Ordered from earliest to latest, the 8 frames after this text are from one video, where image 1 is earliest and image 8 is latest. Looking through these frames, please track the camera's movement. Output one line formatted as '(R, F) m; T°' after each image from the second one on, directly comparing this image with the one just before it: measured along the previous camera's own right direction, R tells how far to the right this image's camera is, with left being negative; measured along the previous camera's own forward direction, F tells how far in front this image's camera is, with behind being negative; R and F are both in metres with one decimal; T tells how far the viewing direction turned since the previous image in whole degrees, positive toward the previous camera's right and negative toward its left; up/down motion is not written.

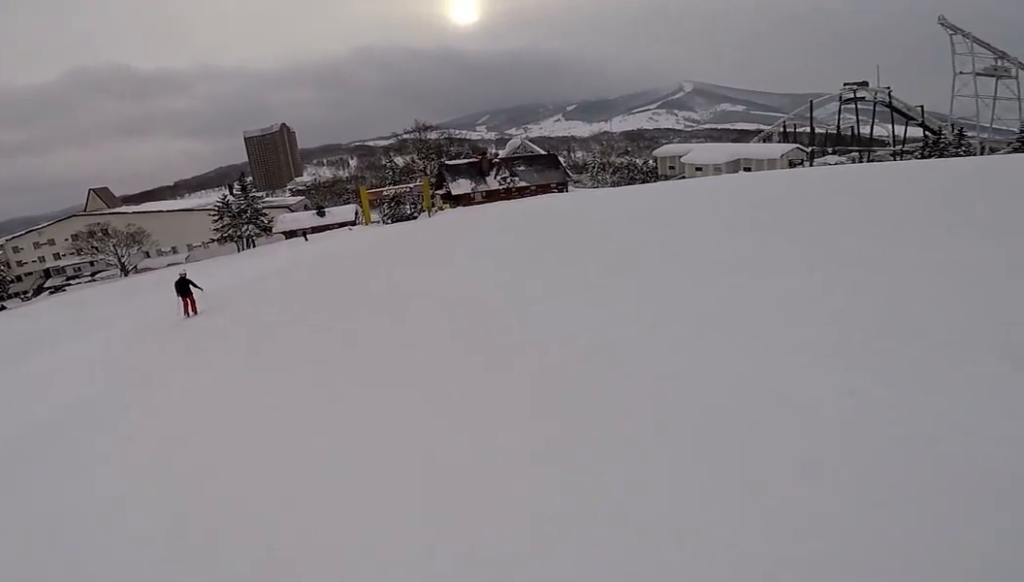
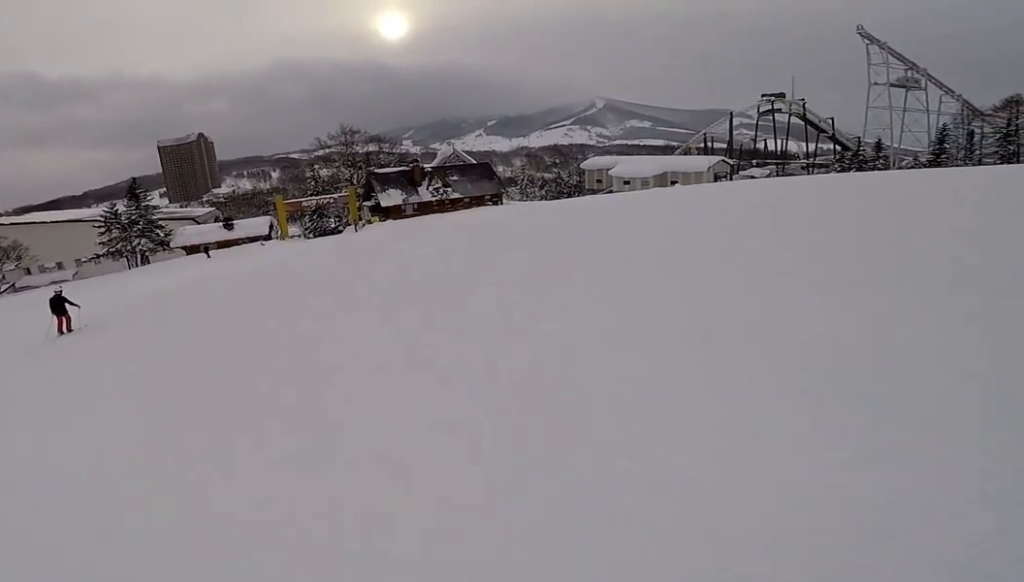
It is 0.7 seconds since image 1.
(+1.1, +6.6) m; +11°
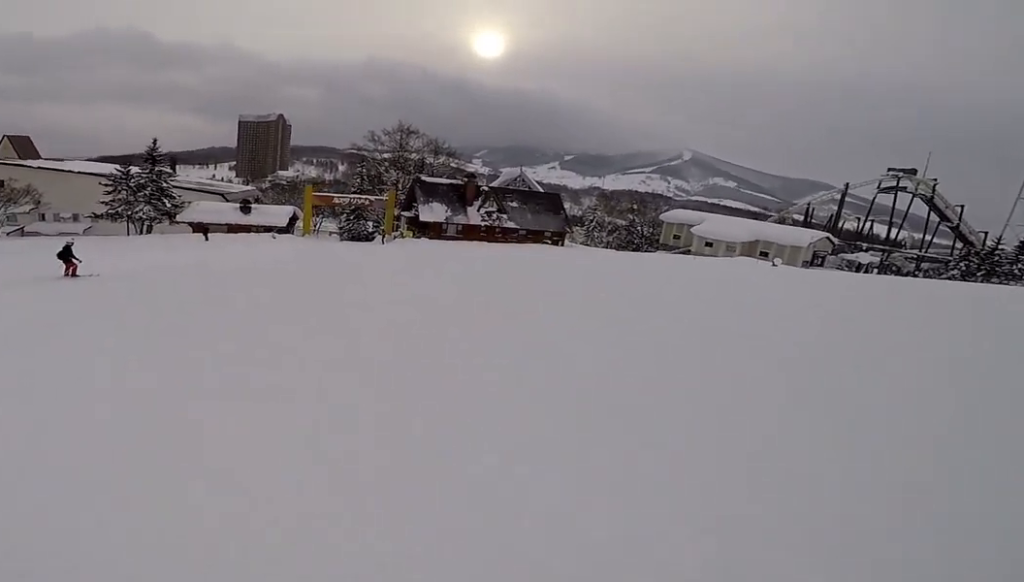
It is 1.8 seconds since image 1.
(+1.2, +9.7) m; -5°
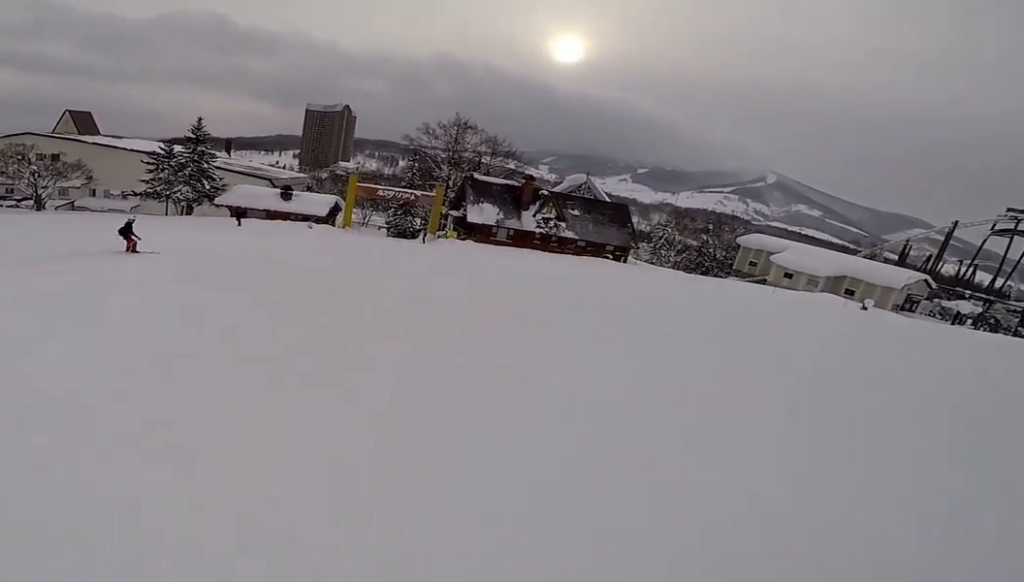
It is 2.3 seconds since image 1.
(-0.3, +3.5) m; -8°
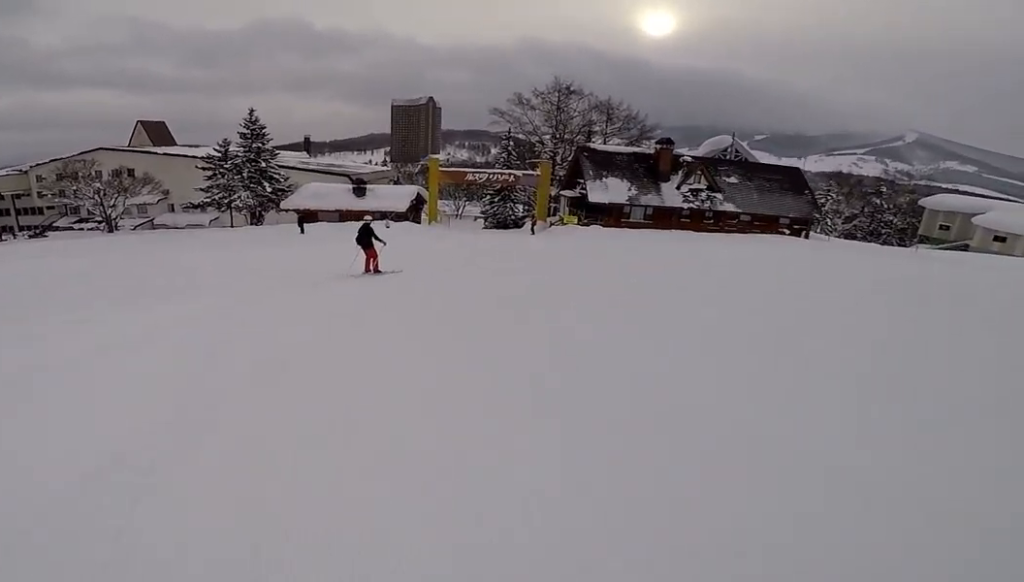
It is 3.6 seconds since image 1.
(-2.7, +9.7) m; -13°
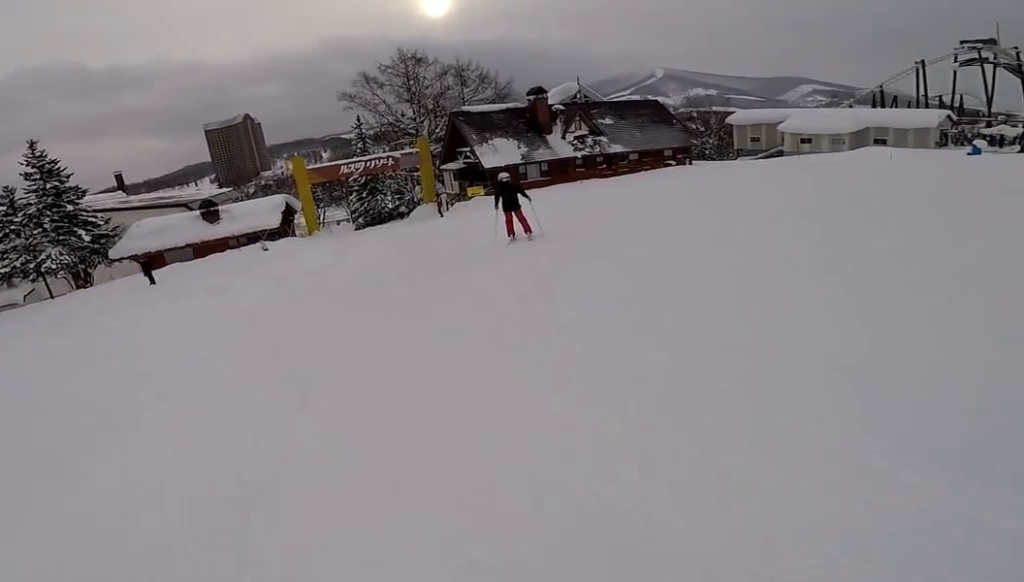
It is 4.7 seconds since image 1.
(+0.4, +7.3) m; +17°
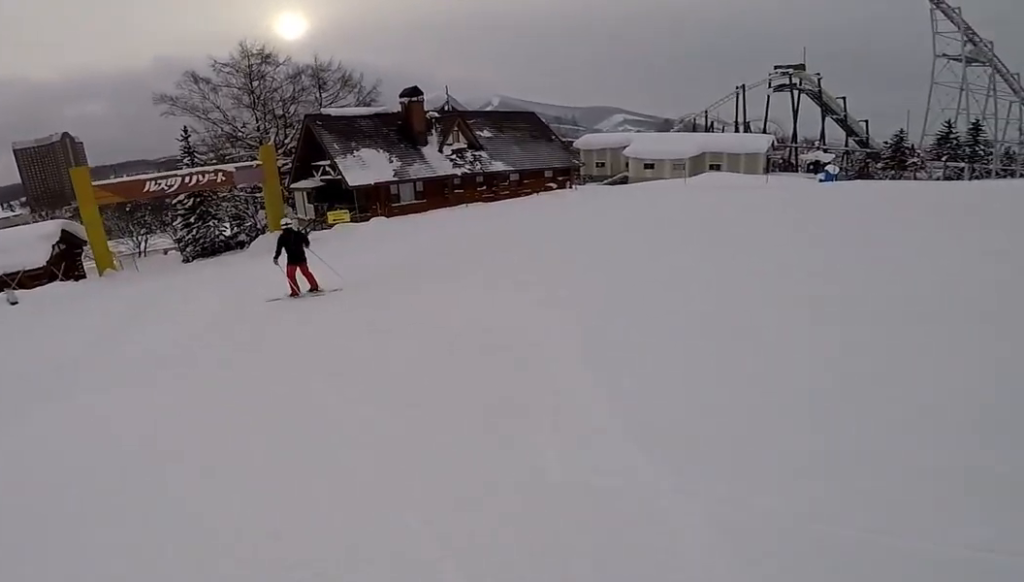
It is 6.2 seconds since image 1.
(+2.2, +7.8) m; +15°
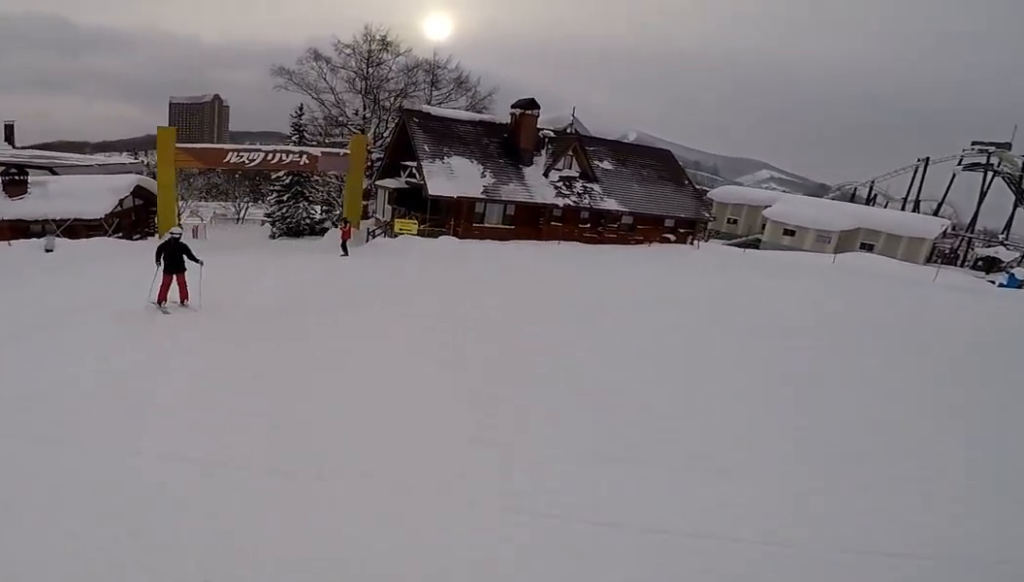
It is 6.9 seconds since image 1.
(-0.3, +3.5) m; -11°
